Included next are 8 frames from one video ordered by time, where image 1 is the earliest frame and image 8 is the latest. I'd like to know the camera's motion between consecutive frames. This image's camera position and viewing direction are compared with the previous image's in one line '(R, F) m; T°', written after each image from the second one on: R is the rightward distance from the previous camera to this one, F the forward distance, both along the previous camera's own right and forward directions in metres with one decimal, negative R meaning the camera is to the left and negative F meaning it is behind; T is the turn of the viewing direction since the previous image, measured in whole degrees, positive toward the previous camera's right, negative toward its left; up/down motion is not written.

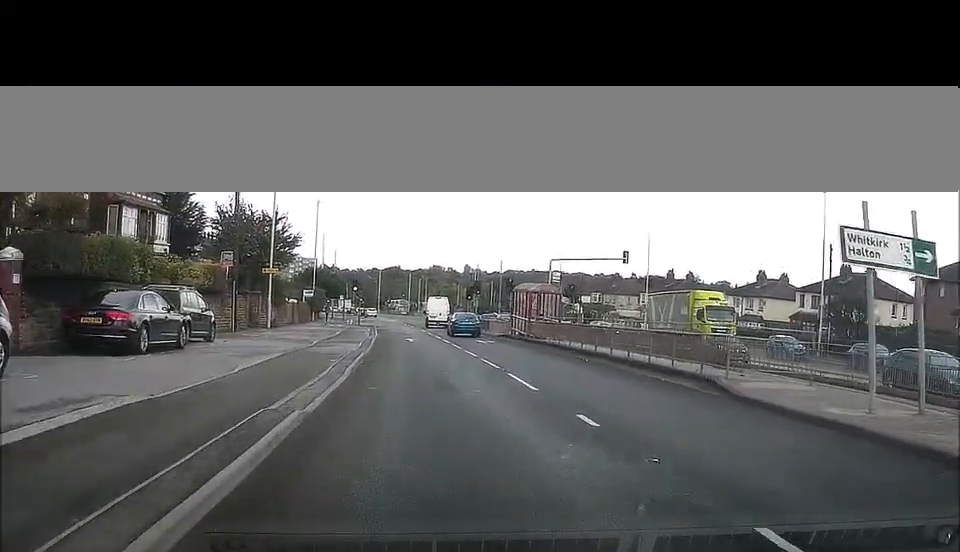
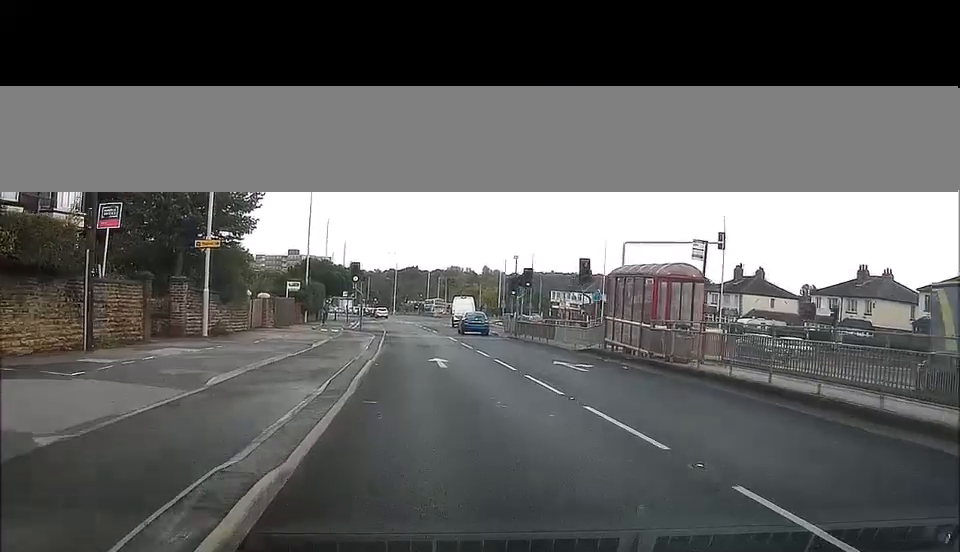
(+0.5, +20.4) m; -1°
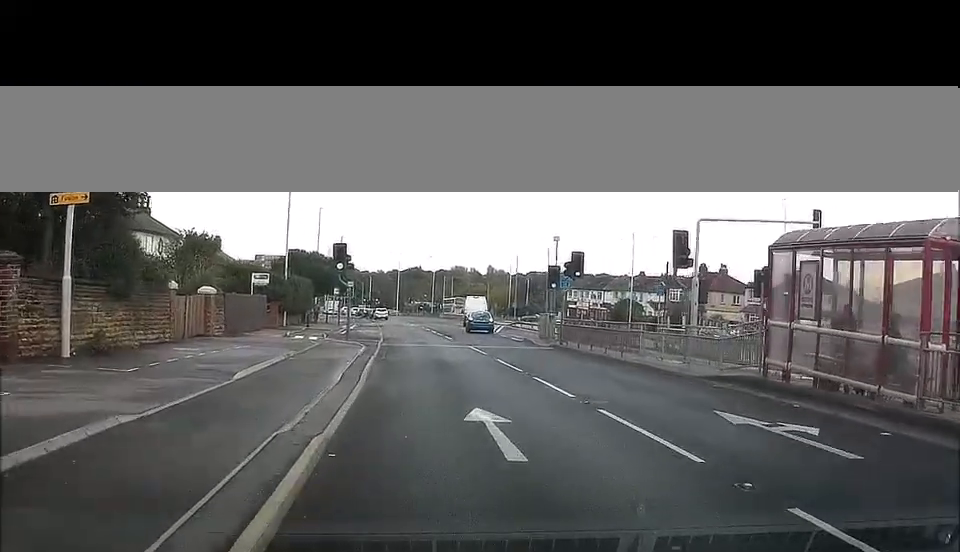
(-1.0, +13.9) m; -5°
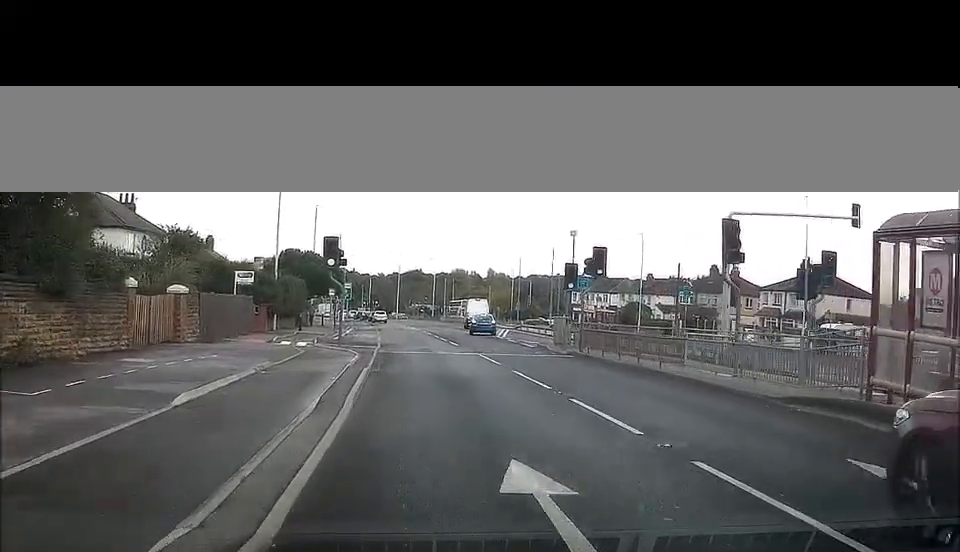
(+0.1, +4.4) m; -1°
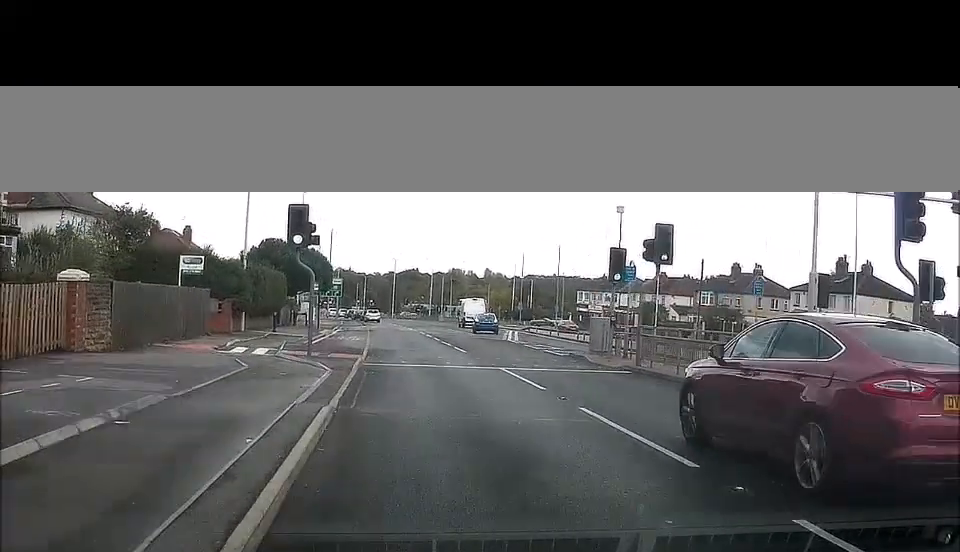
(-0.3, +9.1) m; -2°
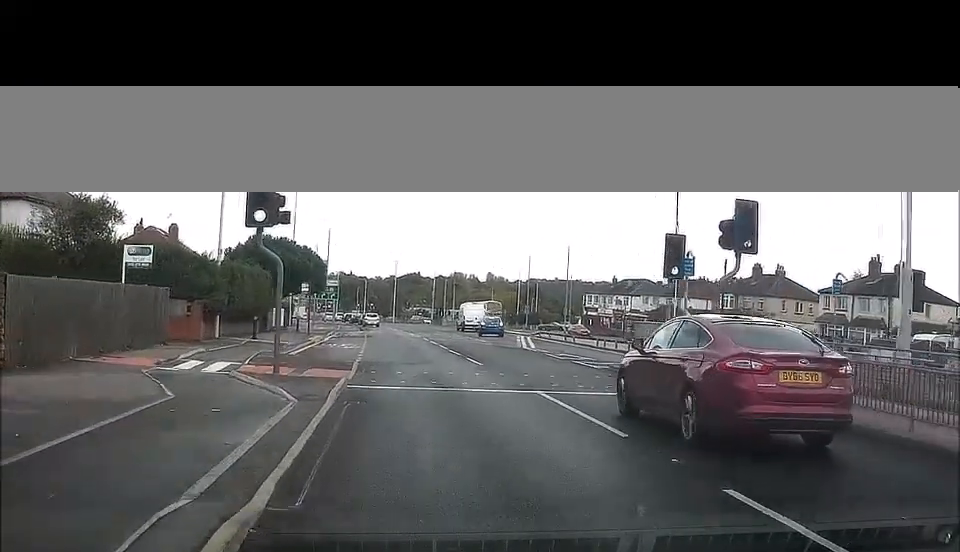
(-0.1, +6.2) m; -1°
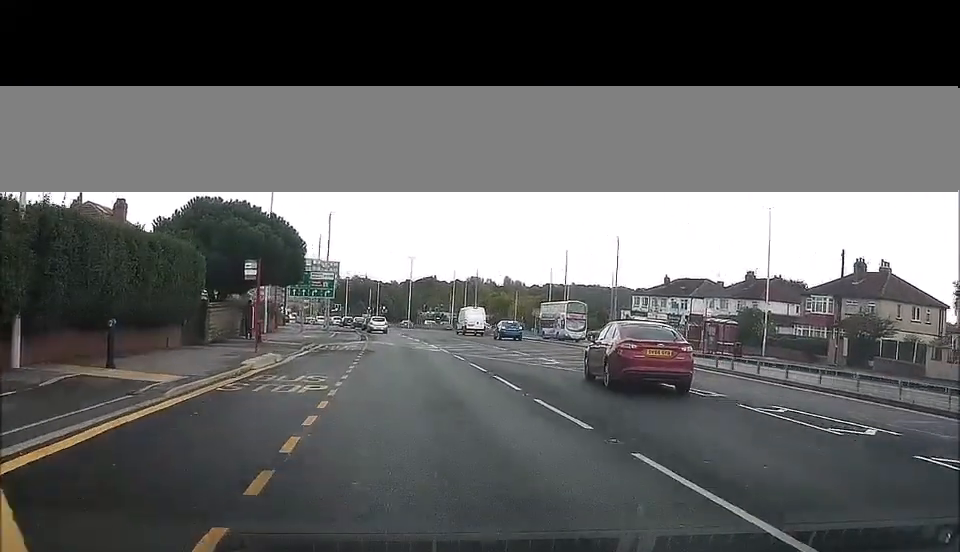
(+0.2, +20.3) m; 0°
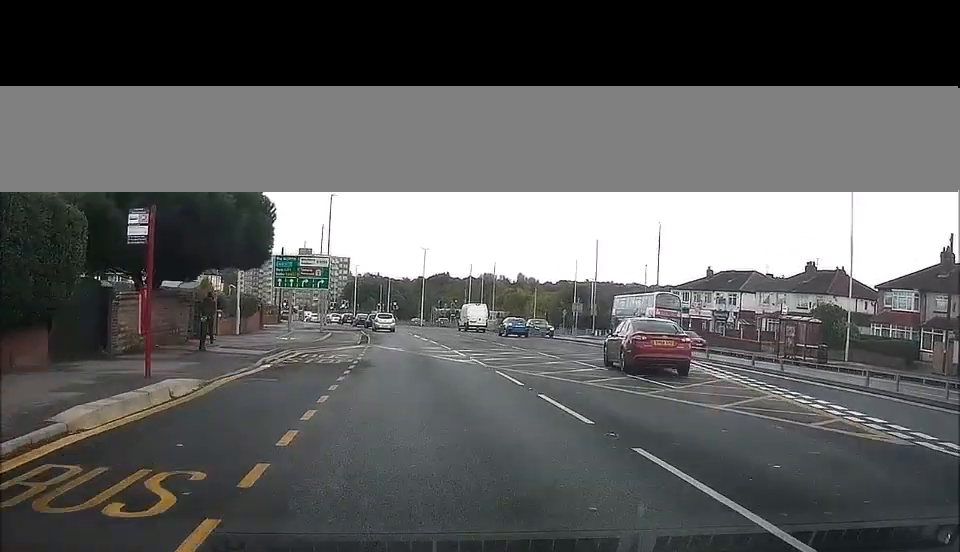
(0.0, +12.2) m; 0°
